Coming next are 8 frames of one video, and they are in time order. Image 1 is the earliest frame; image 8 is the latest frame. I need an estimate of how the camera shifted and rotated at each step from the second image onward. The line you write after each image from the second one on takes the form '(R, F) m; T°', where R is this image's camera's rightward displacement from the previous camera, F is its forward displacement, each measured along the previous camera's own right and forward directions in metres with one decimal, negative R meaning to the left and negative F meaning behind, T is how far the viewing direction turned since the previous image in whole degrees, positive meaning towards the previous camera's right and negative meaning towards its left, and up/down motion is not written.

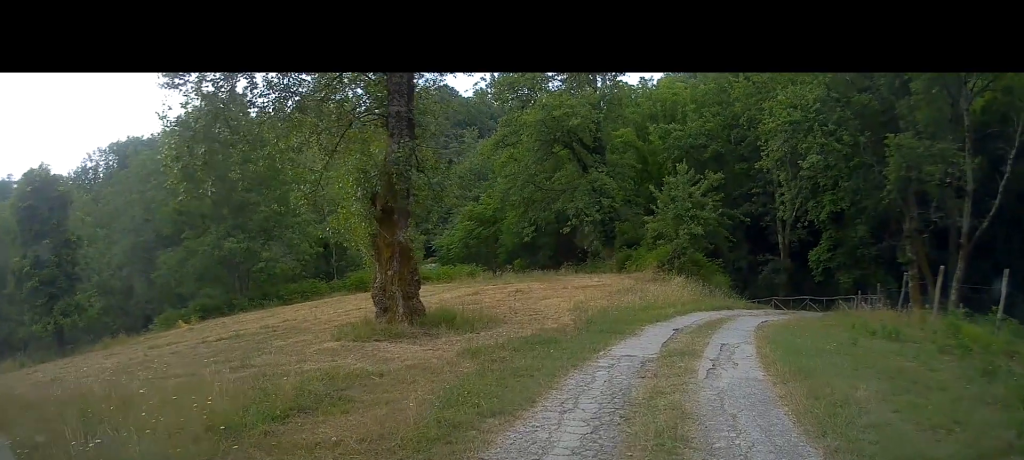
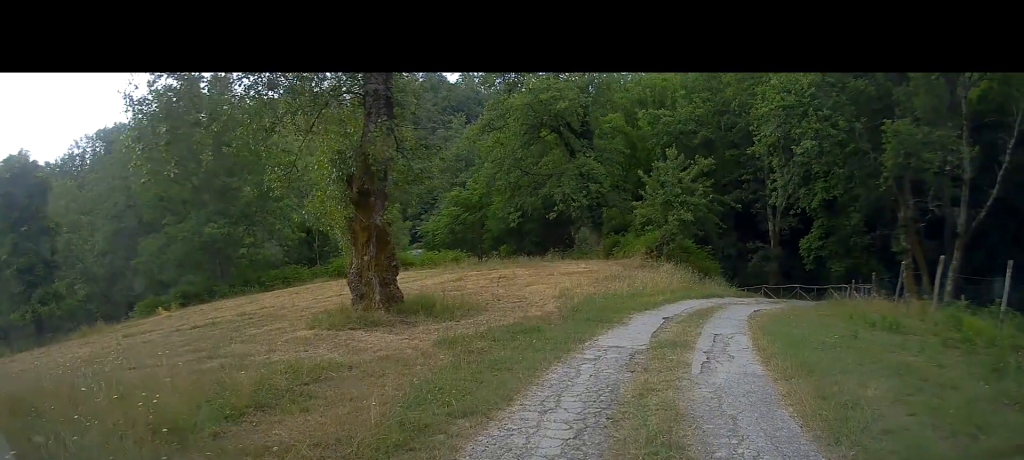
(-0.1, +0.7) m; -2°
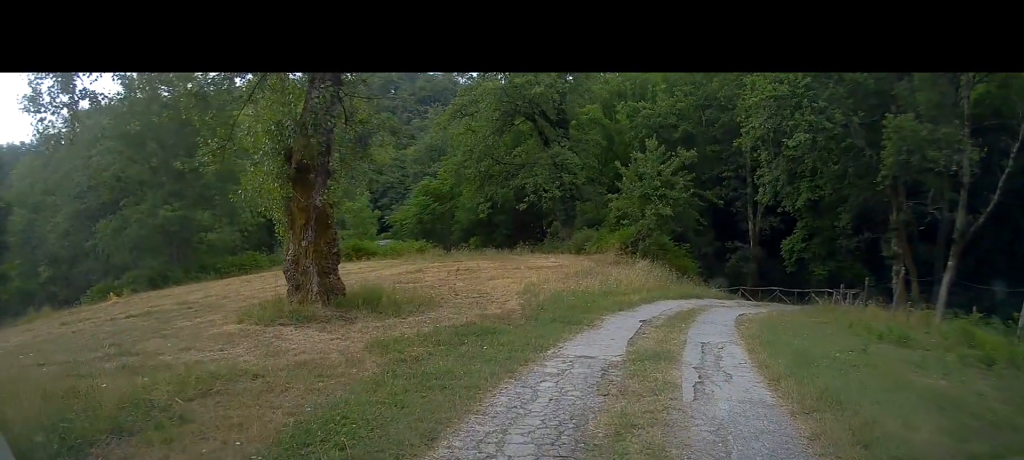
(+0.1, +1.9) m; -7°
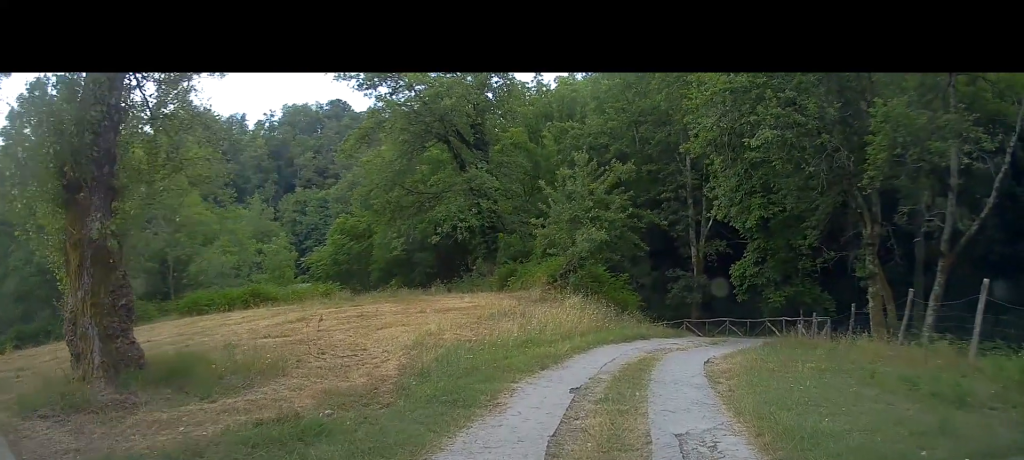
(+0.5, +4.3) m; +18°
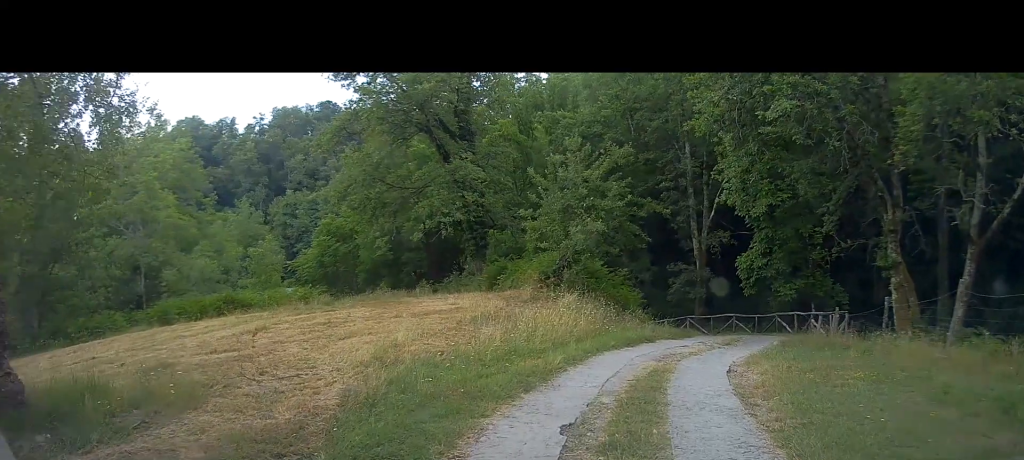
(-0.1, +2.7) m; 0°
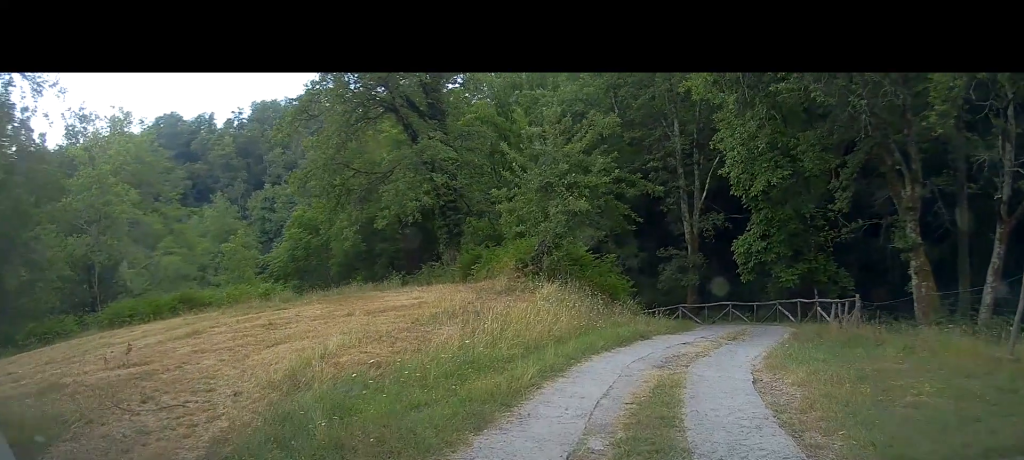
(+0.1, +2.9) m; +2°
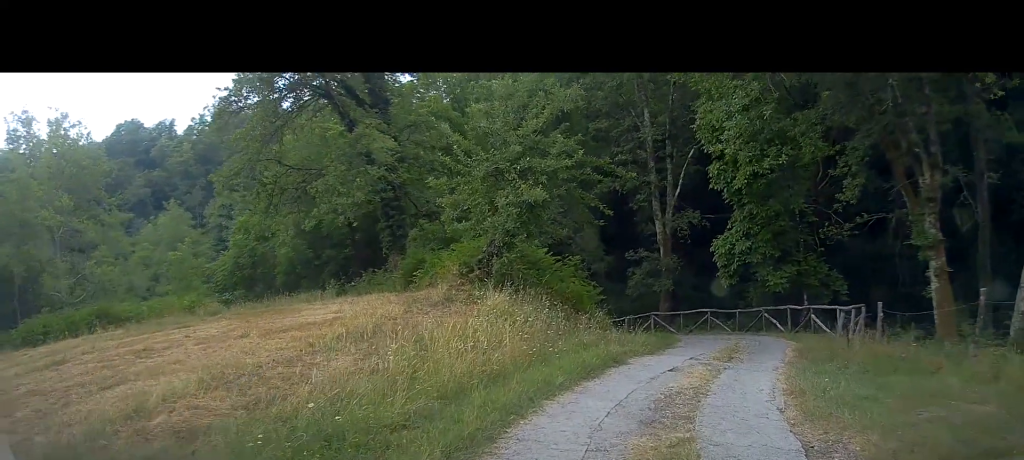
(0.0, +3.4) m; +3°
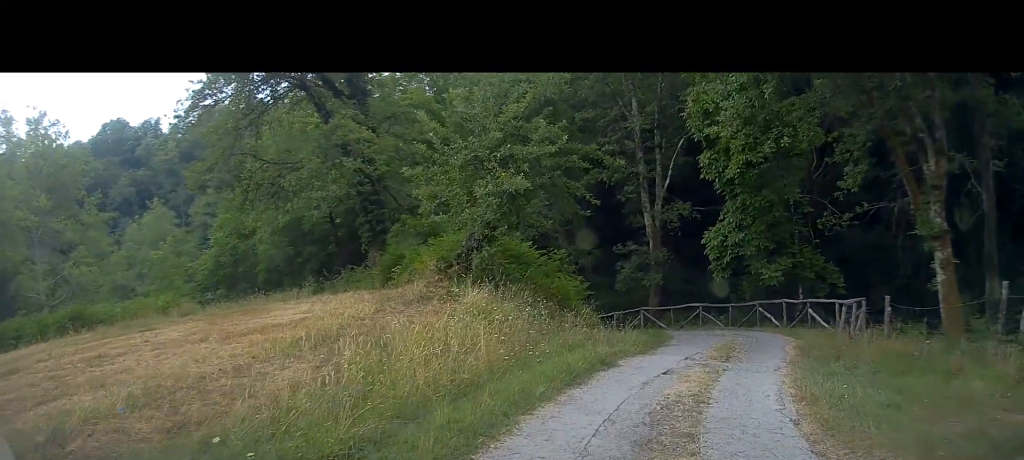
(0.0, +1.0) m; +2°
